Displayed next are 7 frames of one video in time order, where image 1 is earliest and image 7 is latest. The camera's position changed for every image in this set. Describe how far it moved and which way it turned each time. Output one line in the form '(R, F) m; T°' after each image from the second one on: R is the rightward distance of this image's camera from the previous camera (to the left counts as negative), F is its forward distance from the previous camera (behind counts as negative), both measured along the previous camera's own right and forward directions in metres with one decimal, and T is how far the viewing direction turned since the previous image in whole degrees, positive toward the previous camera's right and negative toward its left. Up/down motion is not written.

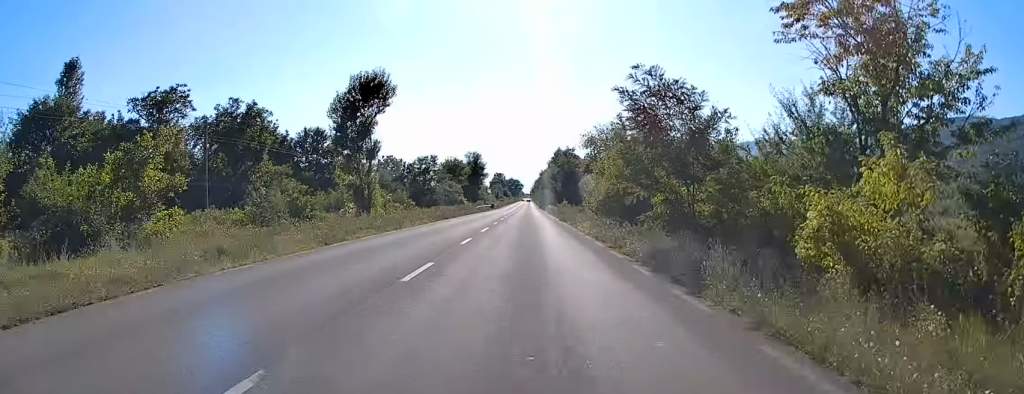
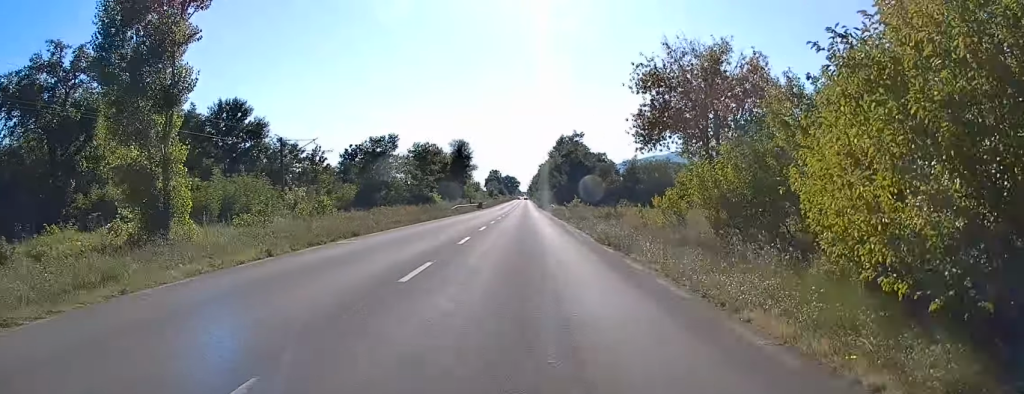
(+0.2, +27.1) m; +1°
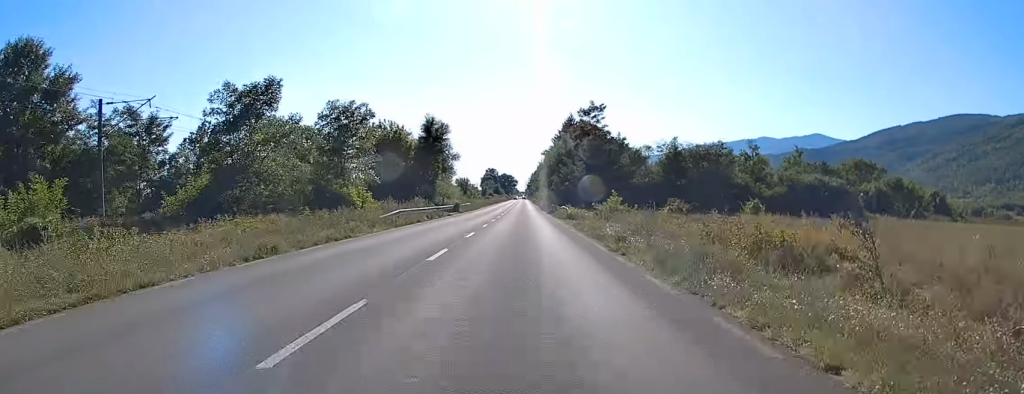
(0.0, +32.0) m; -1°
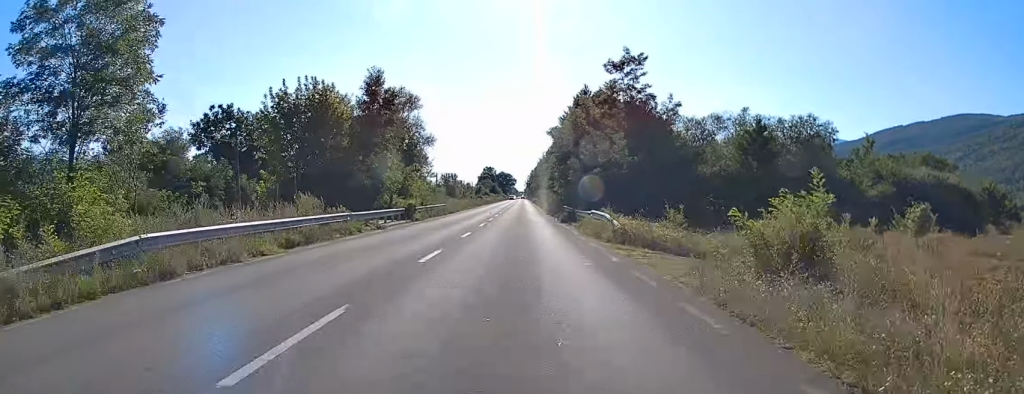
(-0.1, +27.4) m; 0°
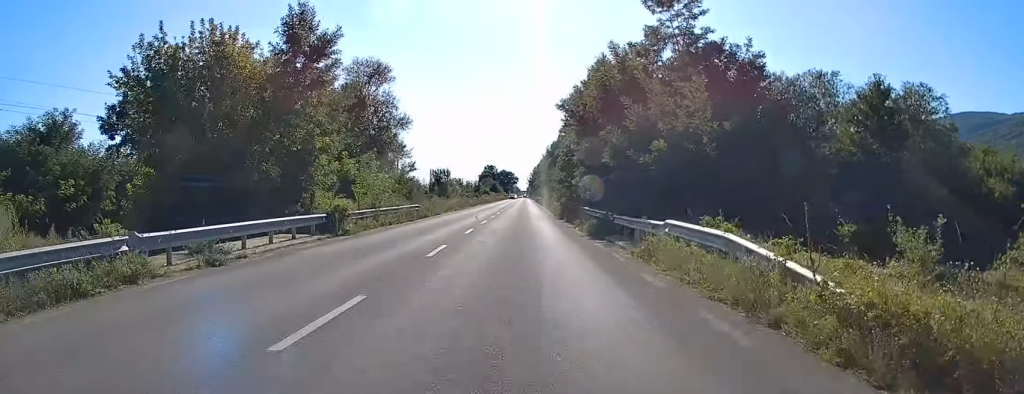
(-0.1, +17.0) m; 0°
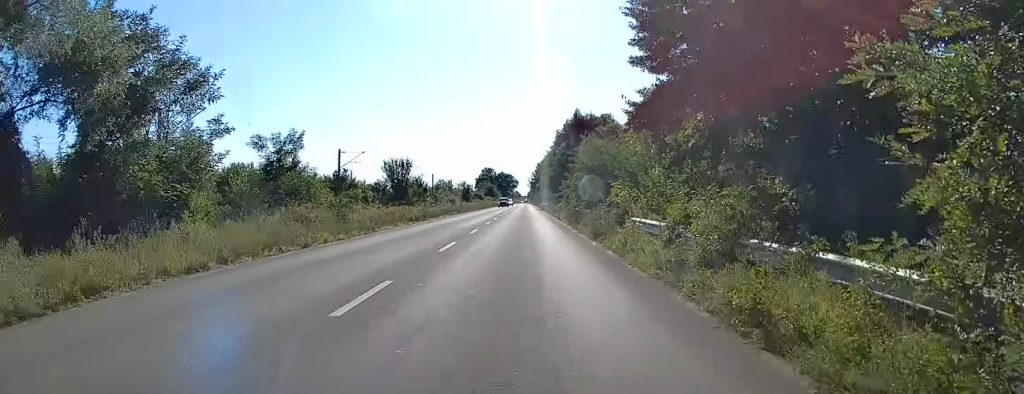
(0.0, +42.9) m; 0°
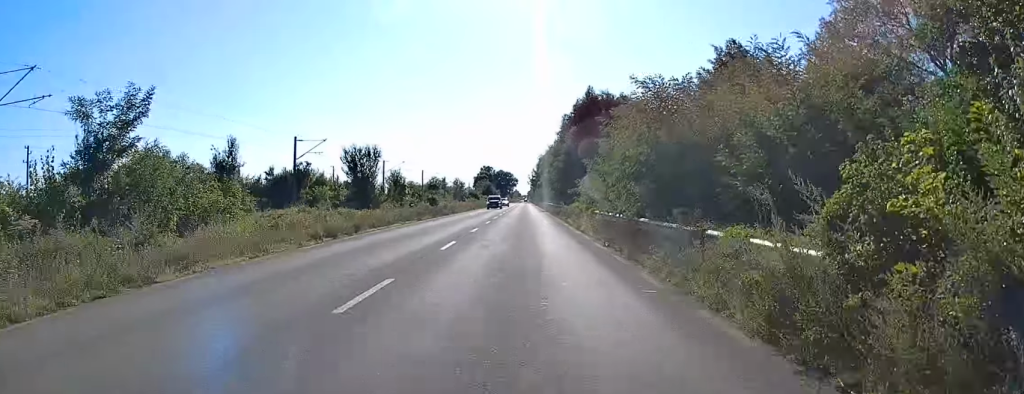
(-0.1, +17.8) m; +1°
